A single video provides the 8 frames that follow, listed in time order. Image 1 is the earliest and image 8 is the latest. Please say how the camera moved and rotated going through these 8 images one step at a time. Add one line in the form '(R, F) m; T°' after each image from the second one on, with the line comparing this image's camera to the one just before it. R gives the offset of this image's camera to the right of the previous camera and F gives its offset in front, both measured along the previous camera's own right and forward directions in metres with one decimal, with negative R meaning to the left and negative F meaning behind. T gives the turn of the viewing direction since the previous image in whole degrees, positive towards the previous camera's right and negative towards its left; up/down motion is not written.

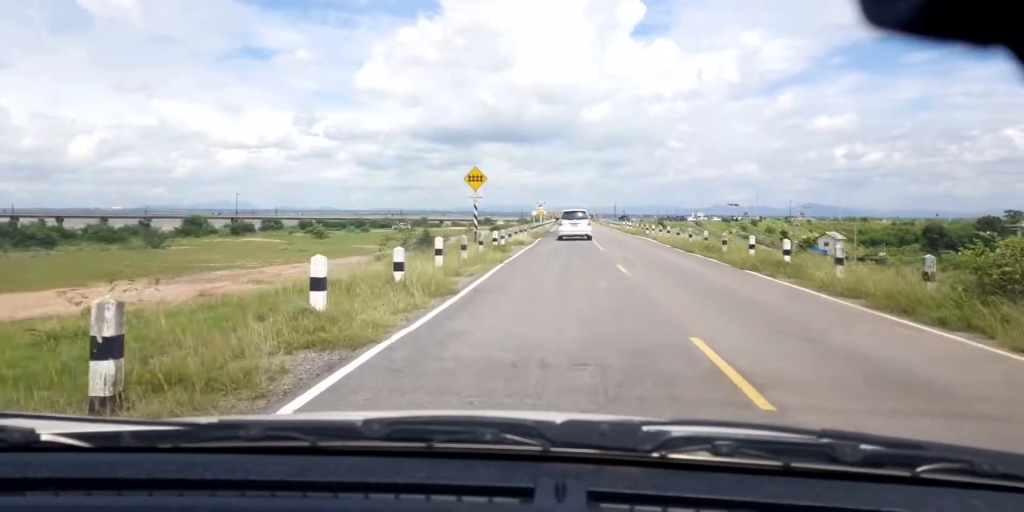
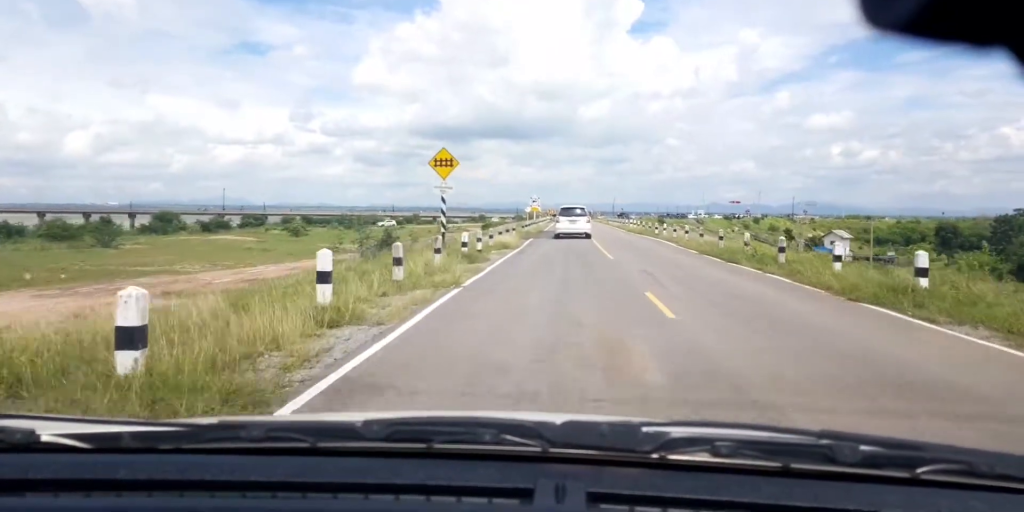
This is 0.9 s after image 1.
(0.0, +8.0) m; -1°
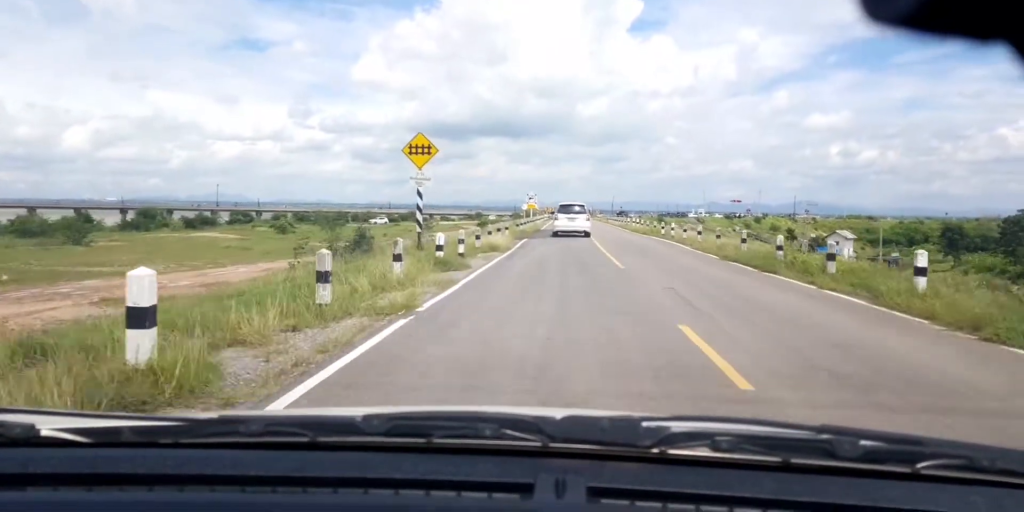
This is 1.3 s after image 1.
(0.0, +3.8) m; 0°
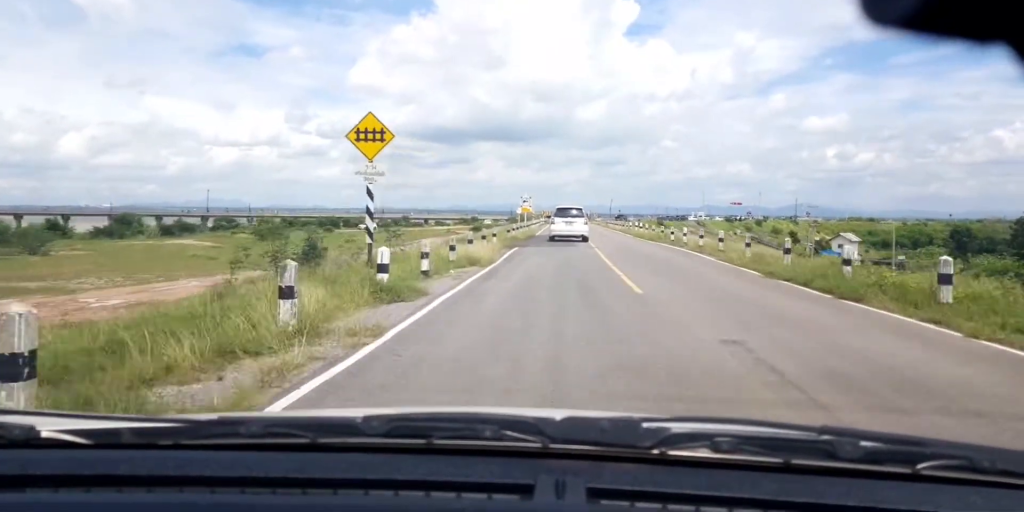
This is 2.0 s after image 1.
(-0.1, +5.7) m; 0°
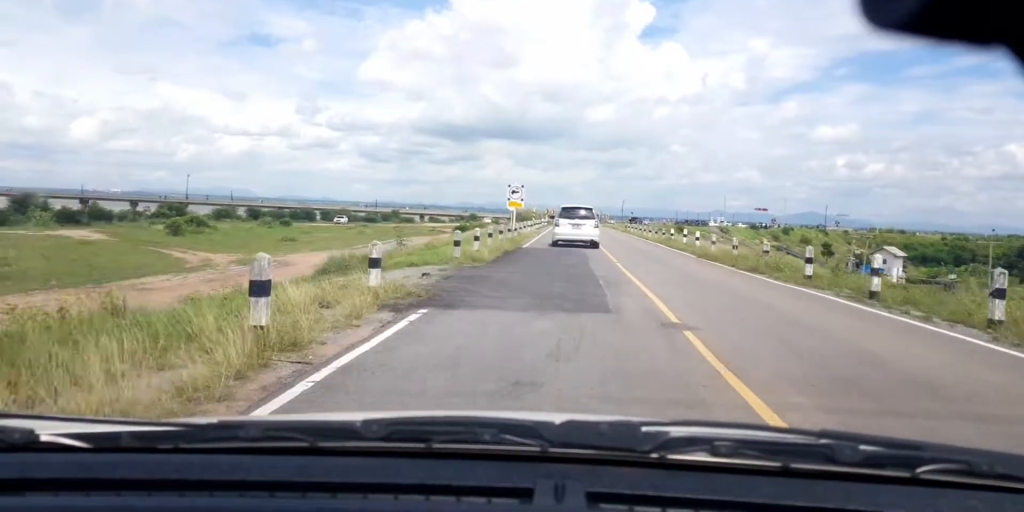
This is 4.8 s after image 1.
(-0.2, +21.2) m; -1°
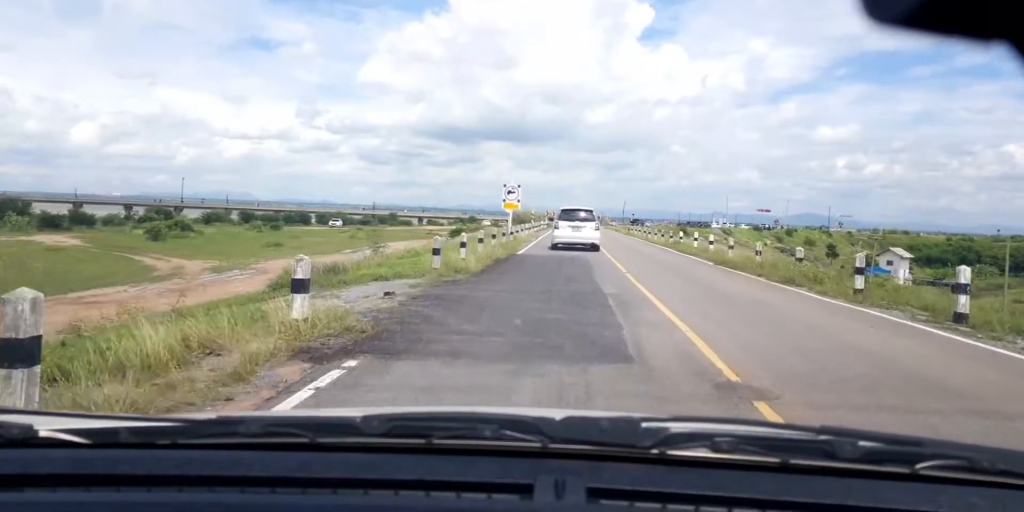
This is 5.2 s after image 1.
(0.0, +3.1) m; +1°
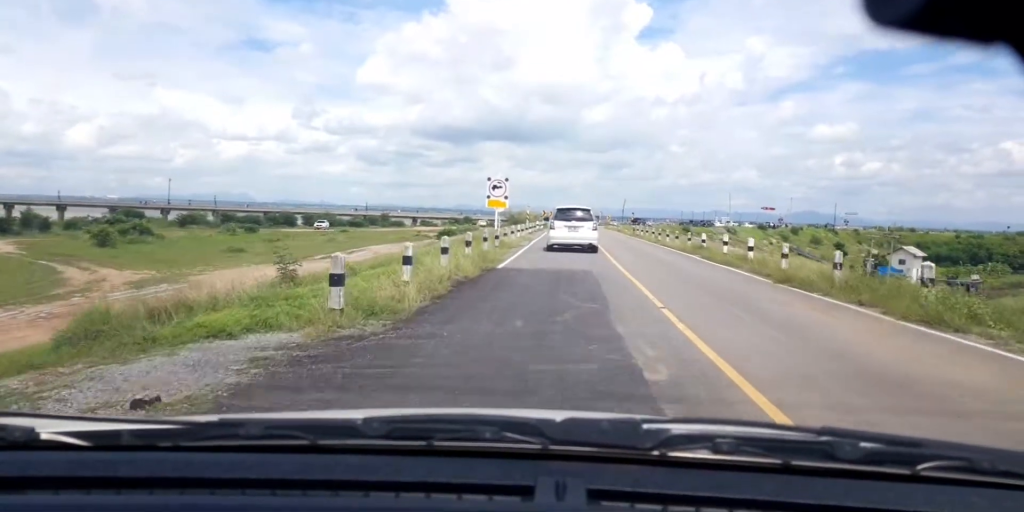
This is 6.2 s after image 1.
(0.0, +6.9) m; +3°
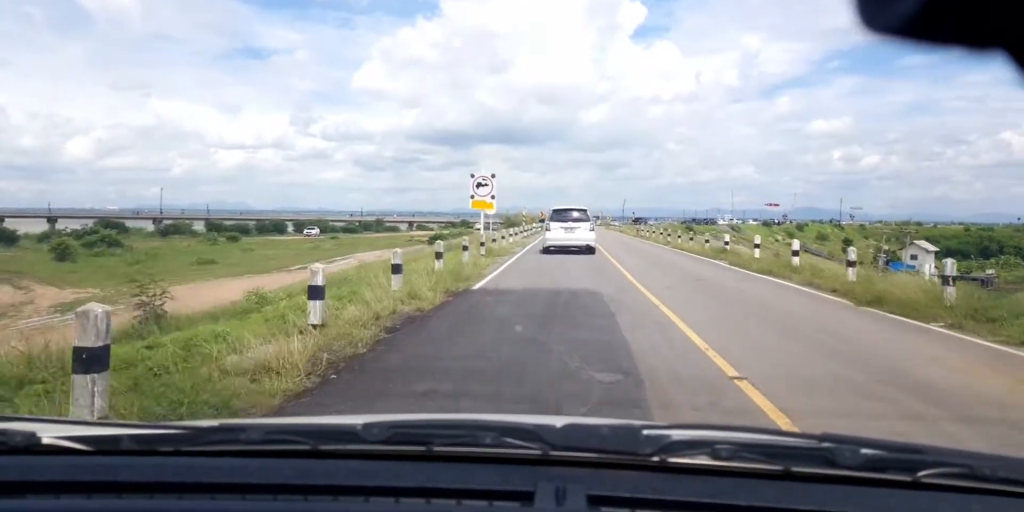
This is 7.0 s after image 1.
(+0.4, +5.1) m; 0°
